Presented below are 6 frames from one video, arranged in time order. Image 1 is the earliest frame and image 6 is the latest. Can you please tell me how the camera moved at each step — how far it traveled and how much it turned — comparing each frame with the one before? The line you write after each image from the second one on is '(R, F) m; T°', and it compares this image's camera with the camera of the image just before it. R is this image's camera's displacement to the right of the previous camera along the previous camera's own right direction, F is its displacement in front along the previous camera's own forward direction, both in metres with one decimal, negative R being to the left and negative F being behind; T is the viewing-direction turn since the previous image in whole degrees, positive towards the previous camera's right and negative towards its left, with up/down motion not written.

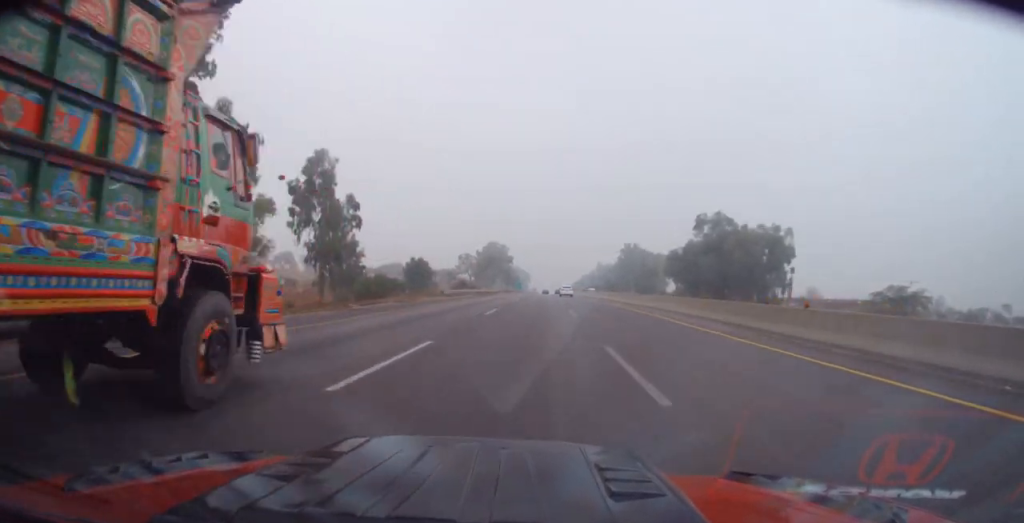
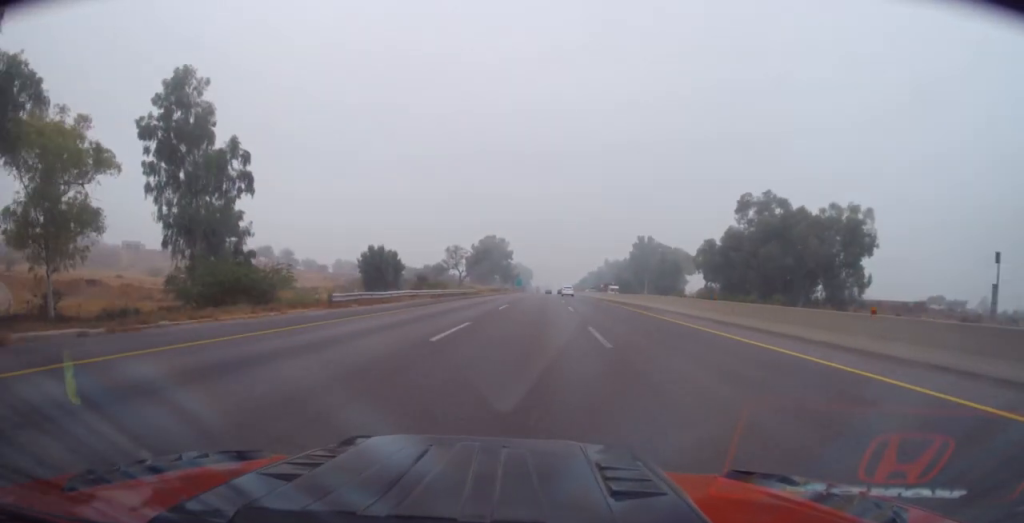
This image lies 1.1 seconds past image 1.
(0.0, +29.7) m; -1°
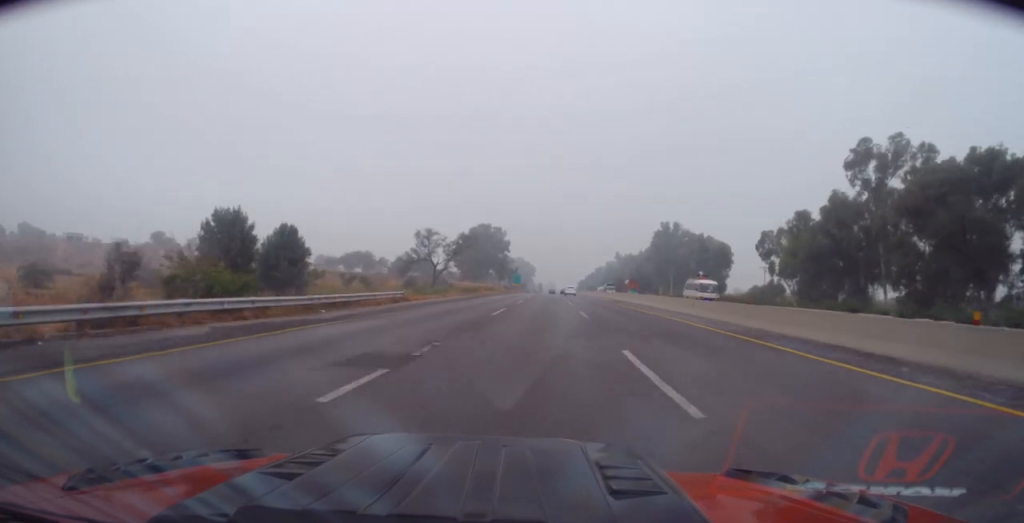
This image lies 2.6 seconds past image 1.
(-0.6, +42.5) m; -1°
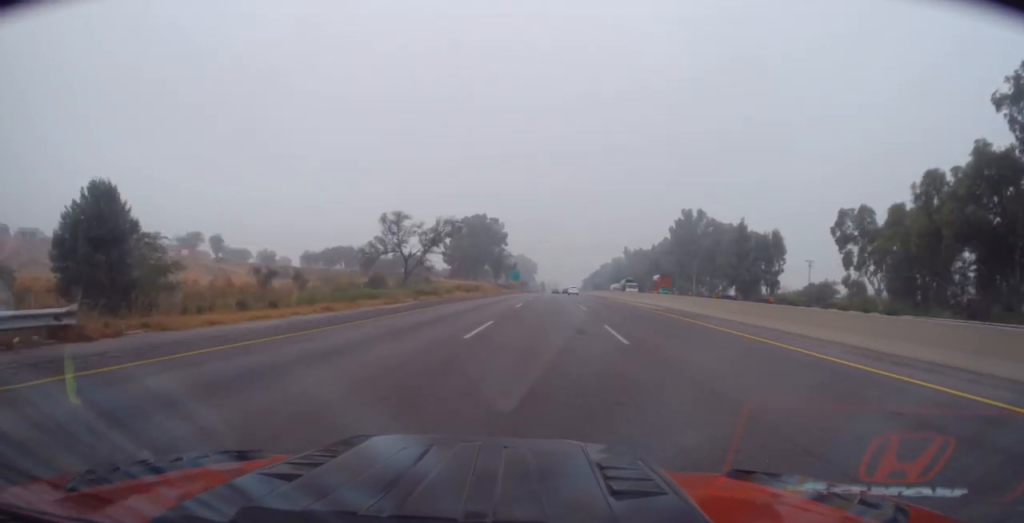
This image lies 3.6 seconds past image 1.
(0.0, +27.9) m; 0°
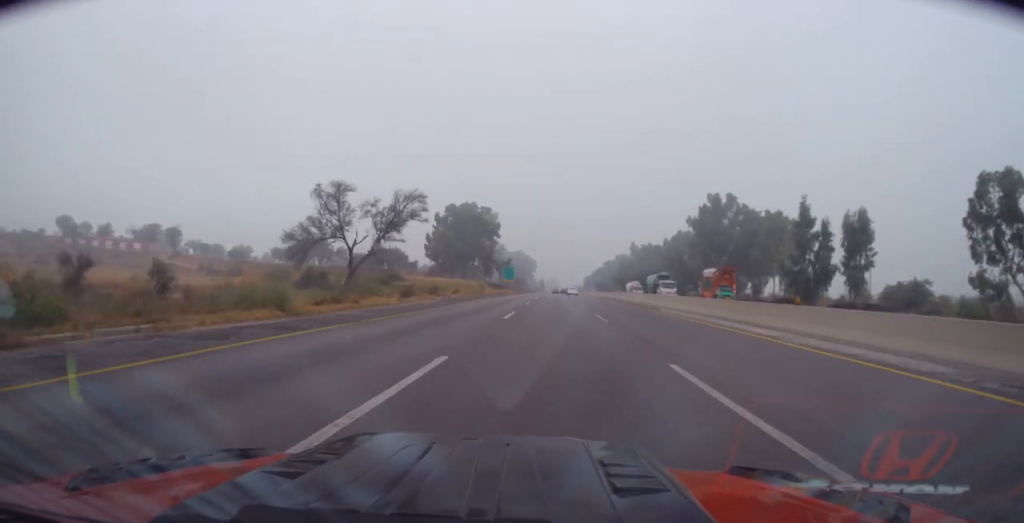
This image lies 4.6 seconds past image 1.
(+0.2, +28.0) m; +1°
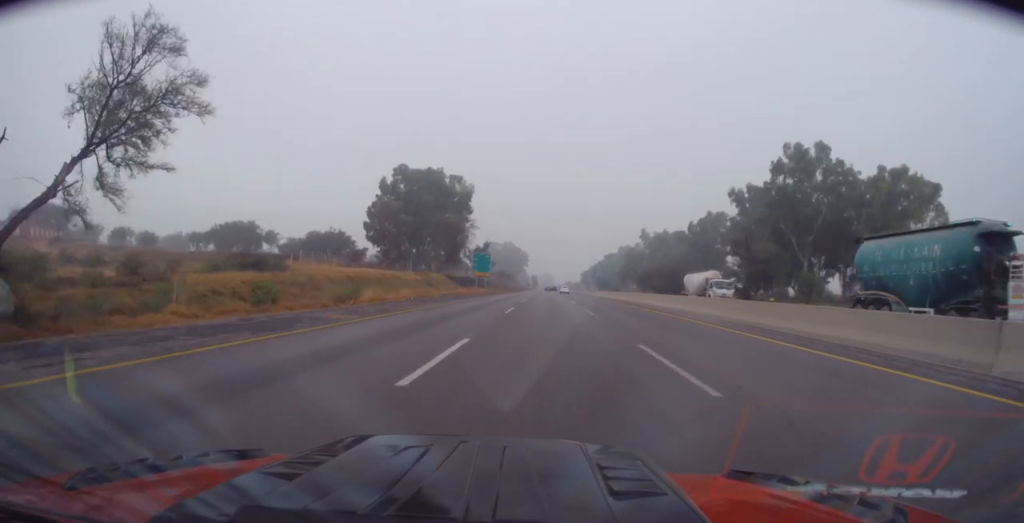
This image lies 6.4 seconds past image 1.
(+0.4, +50.4) m; 0°
